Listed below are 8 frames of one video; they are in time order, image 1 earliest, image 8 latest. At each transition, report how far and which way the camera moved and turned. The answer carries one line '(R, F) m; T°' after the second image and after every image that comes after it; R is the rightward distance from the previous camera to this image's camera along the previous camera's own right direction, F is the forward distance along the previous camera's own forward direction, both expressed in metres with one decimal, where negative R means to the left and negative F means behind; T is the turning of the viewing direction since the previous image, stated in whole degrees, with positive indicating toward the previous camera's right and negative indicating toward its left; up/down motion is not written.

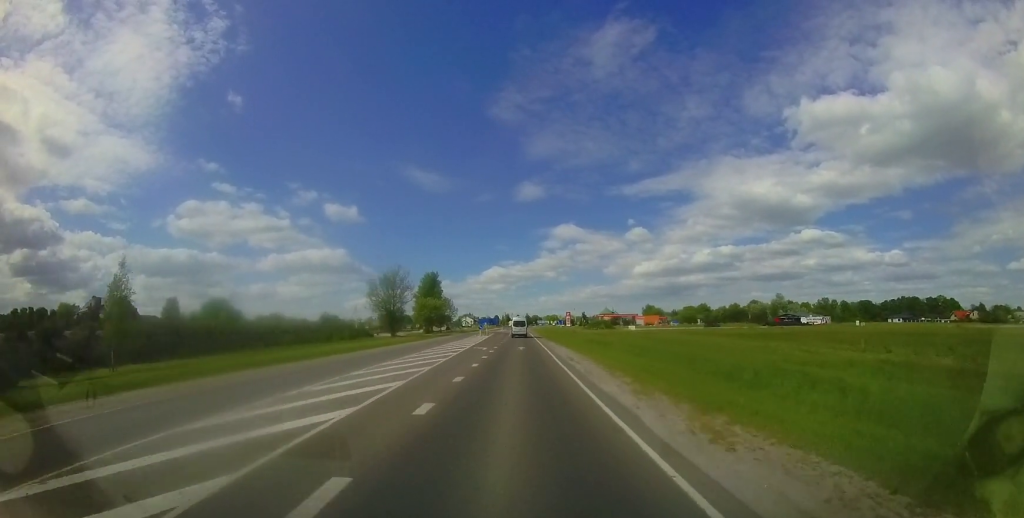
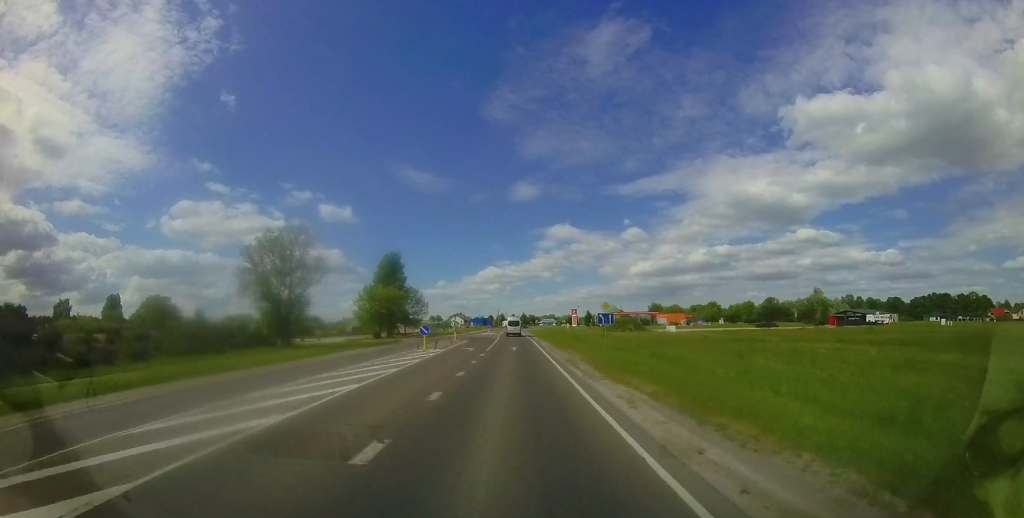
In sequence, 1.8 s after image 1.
(-0.3, +30.5) m; -2°
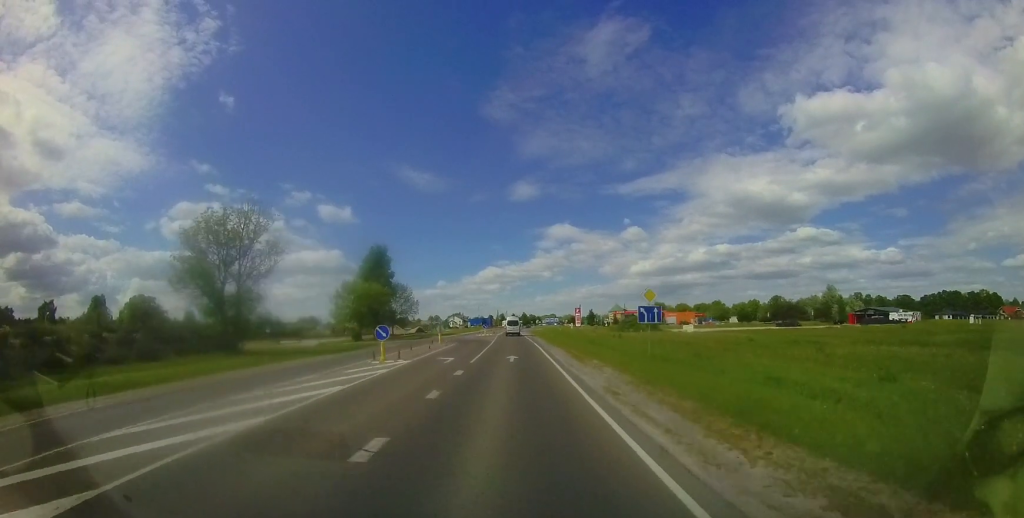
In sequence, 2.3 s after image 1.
(-0.2, +7.8) m; -1°
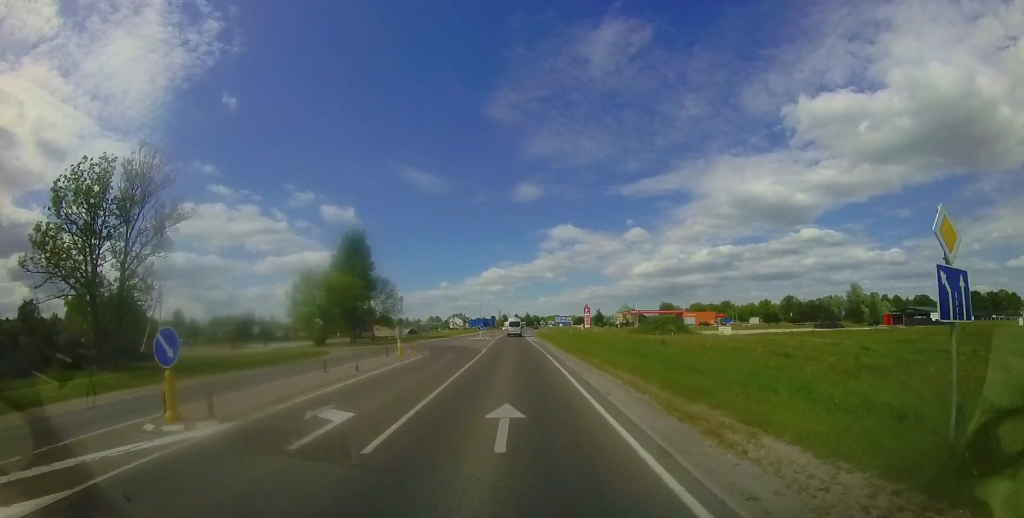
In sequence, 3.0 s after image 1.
(+0.1, +11.8) m; +1°
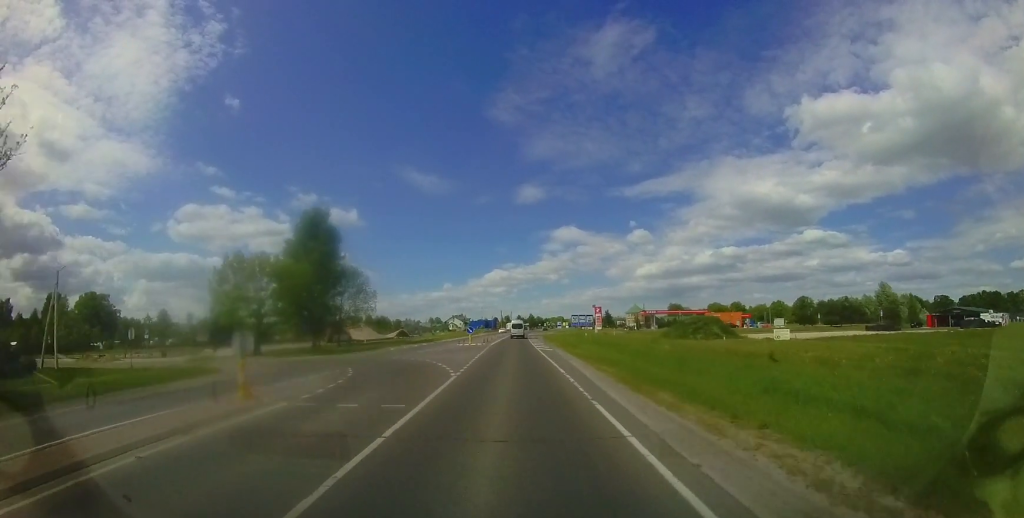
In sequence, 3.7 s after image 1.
(+0.1, +12.3) m; 0°
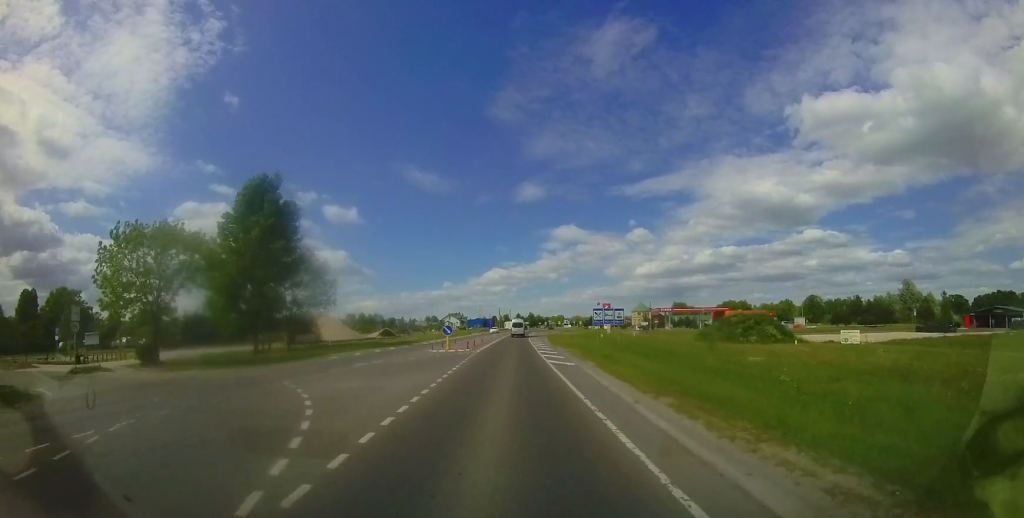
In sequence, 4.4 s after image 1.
(+0.1, +10.8) m; 0°
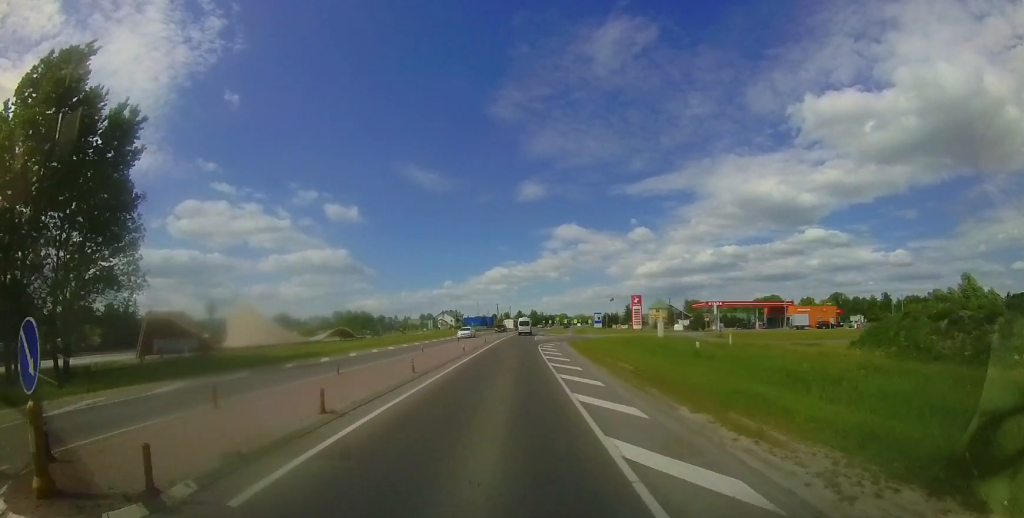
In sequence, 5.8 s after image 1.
(-0.4, +23.3) m; -1°
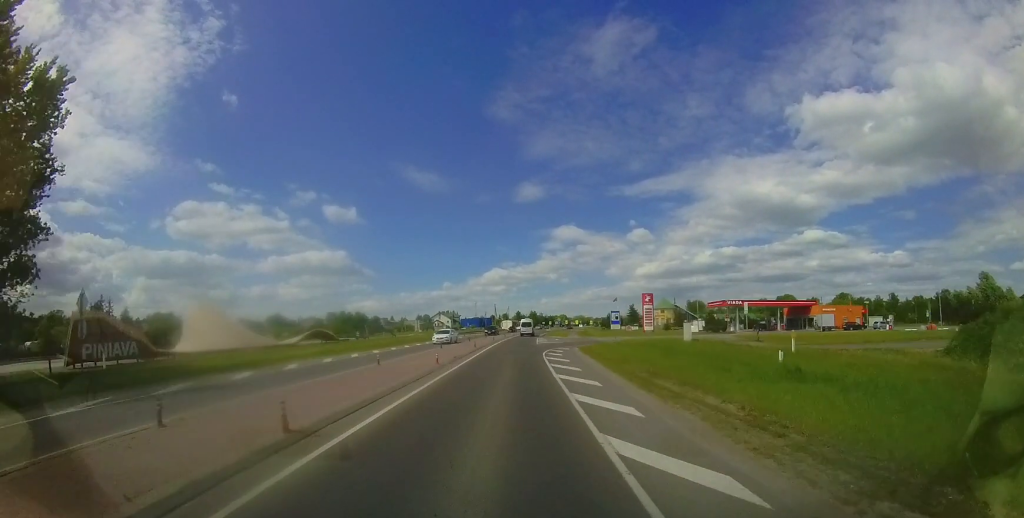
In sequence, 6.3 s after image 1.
(0.0, +6.6) m; 0°
